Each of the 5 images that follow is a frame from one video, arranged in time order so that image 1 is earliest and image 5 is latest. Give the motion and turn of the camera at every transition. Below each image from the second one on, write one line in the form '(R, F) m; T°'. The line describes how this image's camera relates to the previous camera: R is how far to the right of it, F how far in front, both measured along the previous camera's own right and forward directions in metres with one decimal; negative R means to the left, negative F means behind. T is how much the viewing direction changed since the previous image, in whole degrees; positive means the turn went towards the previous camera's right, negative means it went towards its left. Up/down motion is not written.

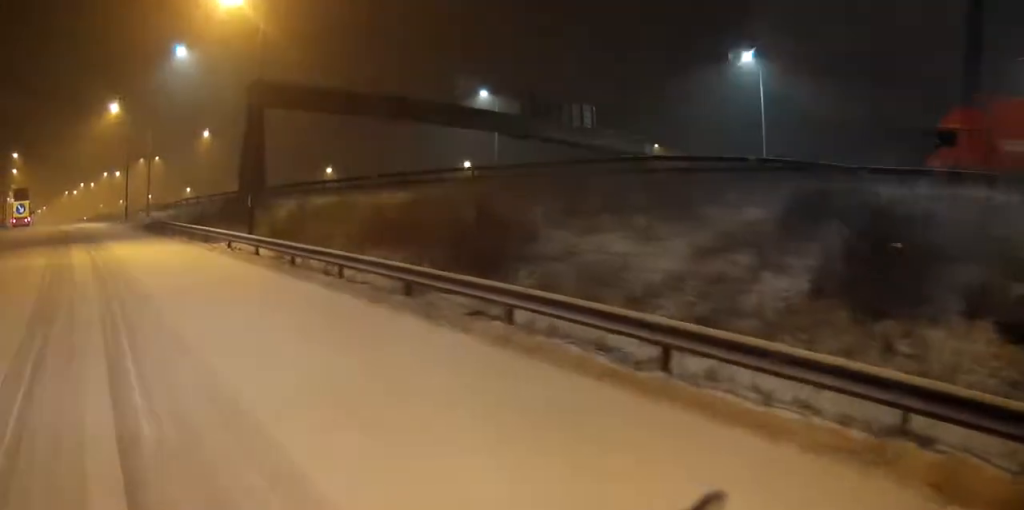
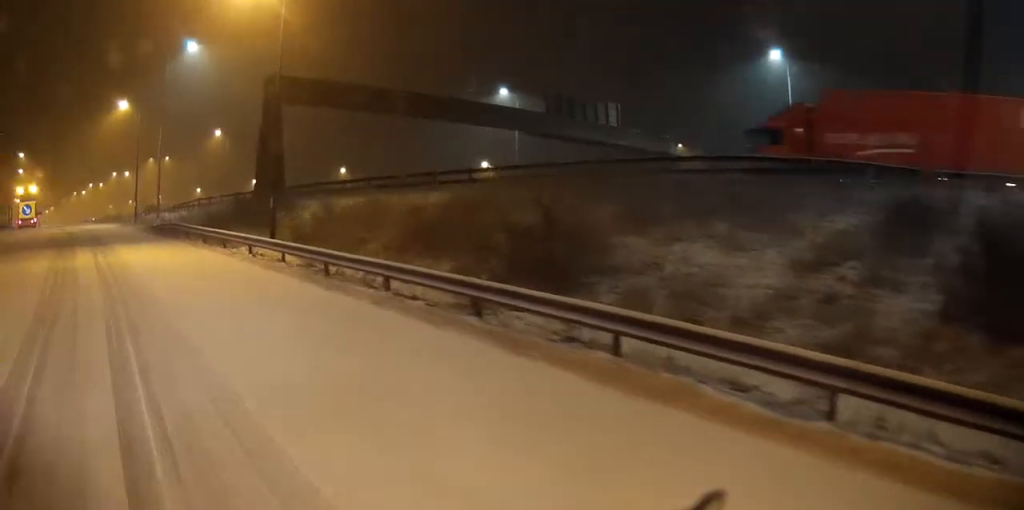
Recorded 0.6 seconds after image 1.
(-0.1, +2.6) m; 0°
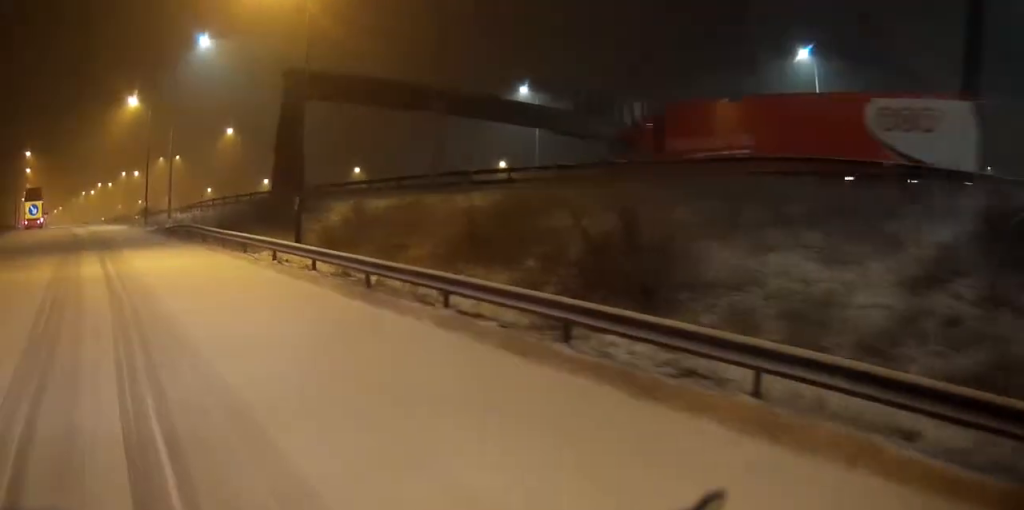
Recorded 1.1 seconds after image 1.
(0.0, +2.4) m; +1°
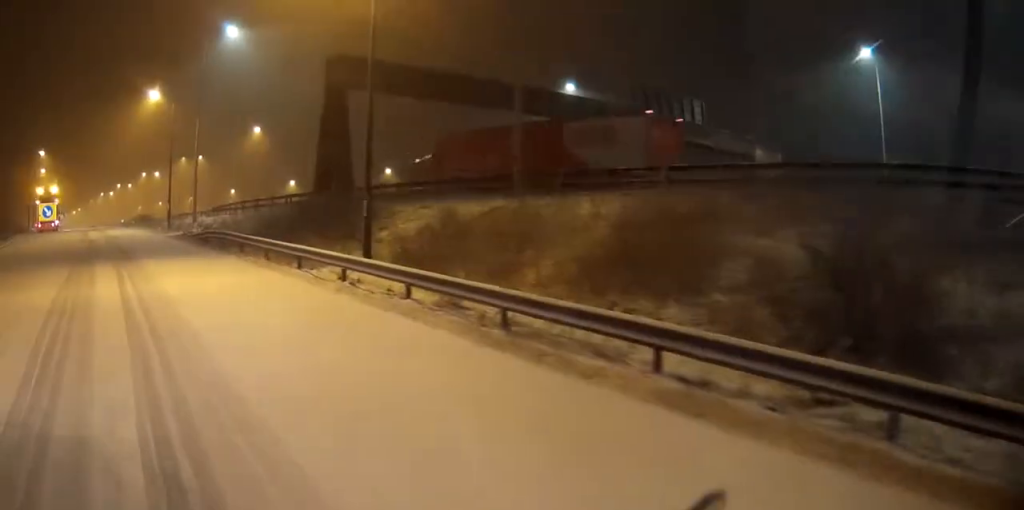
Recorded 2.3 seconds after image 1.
(+0.1, +5.1) m; 0°
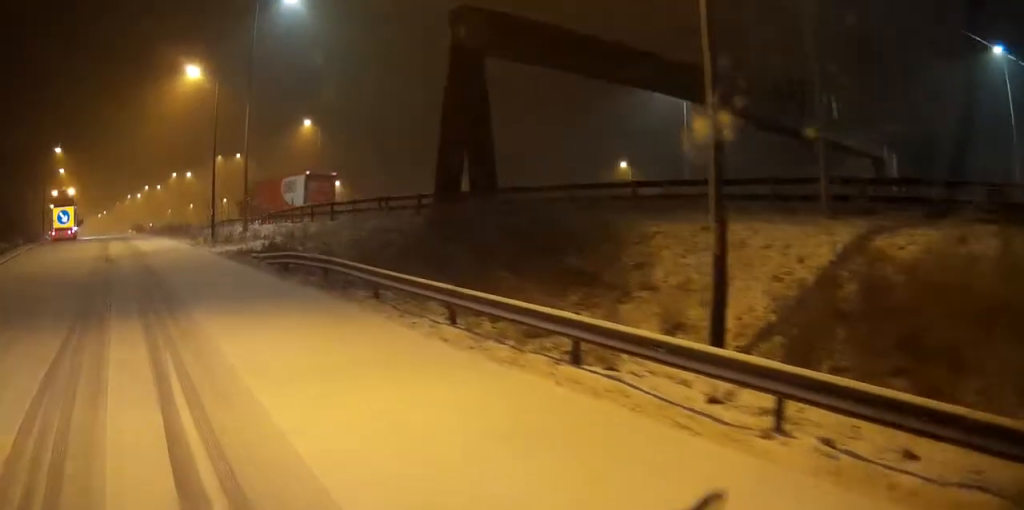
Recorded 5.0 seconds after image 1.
(-0.5, +12.0) m; -4°
